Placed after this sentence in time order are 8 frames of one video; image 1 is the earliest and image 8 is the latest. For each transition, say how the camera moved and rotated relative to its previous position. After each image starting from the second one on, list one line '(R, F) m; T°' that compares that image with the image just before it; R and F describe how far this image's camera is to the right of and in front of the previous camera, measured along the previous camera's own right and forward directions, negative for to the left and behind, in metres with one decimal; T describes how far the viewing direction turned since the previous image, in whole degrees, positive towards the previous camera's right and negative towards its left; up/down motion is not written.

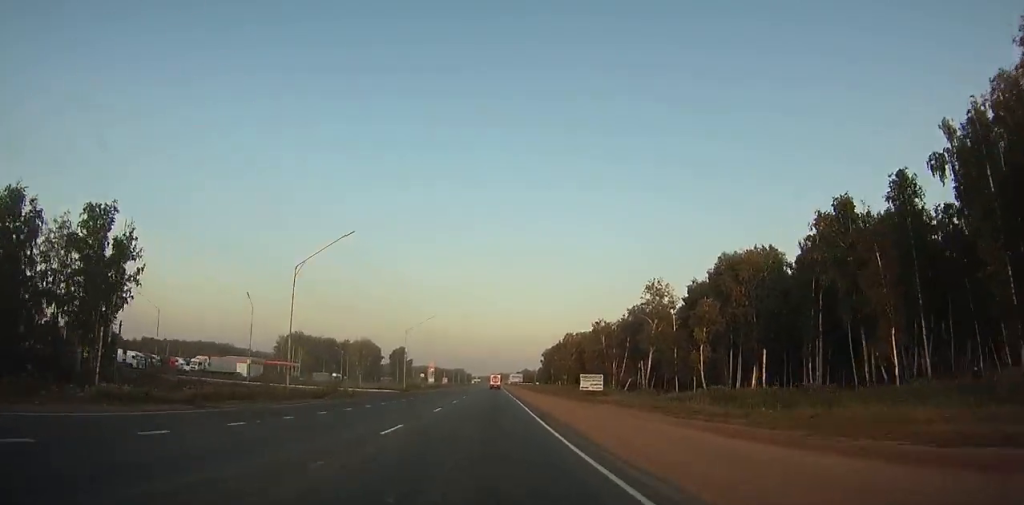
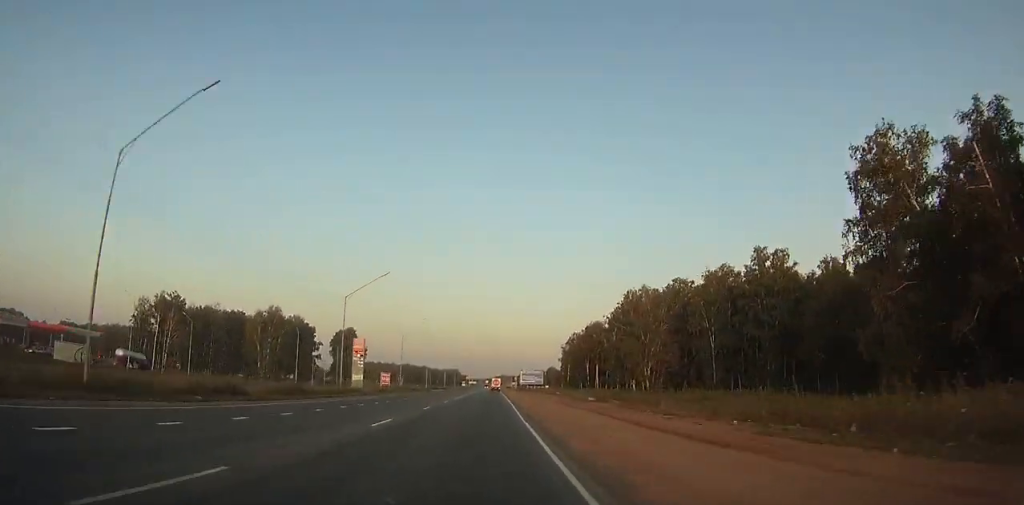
(+0.8, +115.7) m; 0°
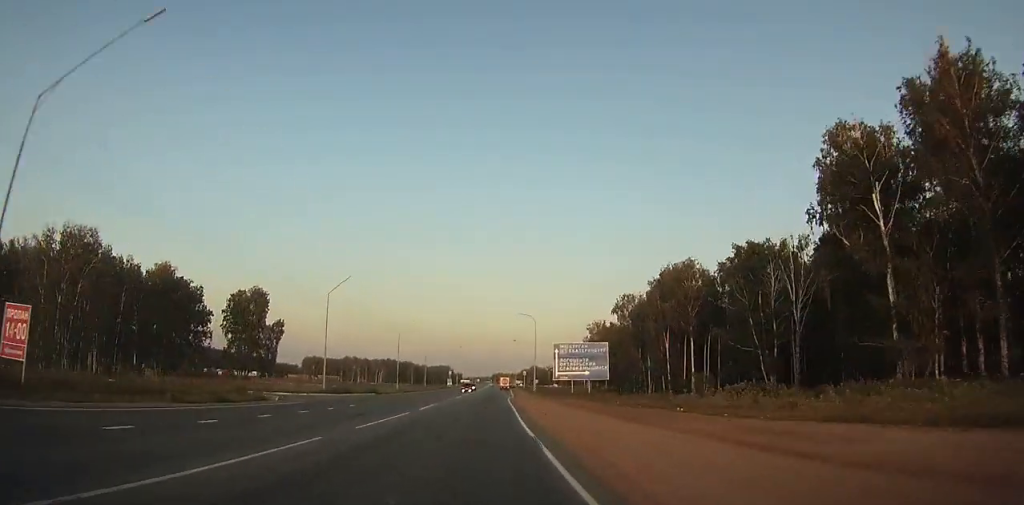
(-0.1, +84.9) m; 0°
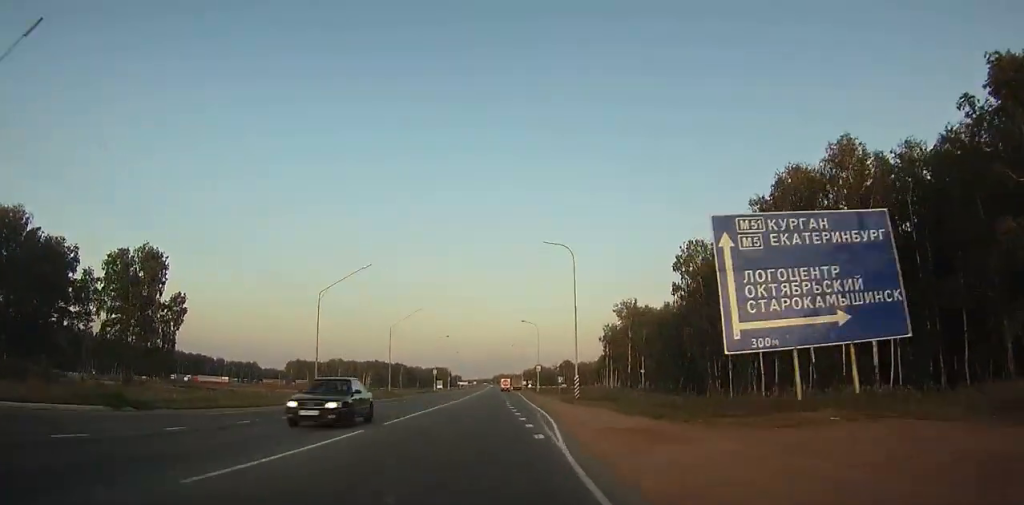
(+0.1, +45.3) m; 0°
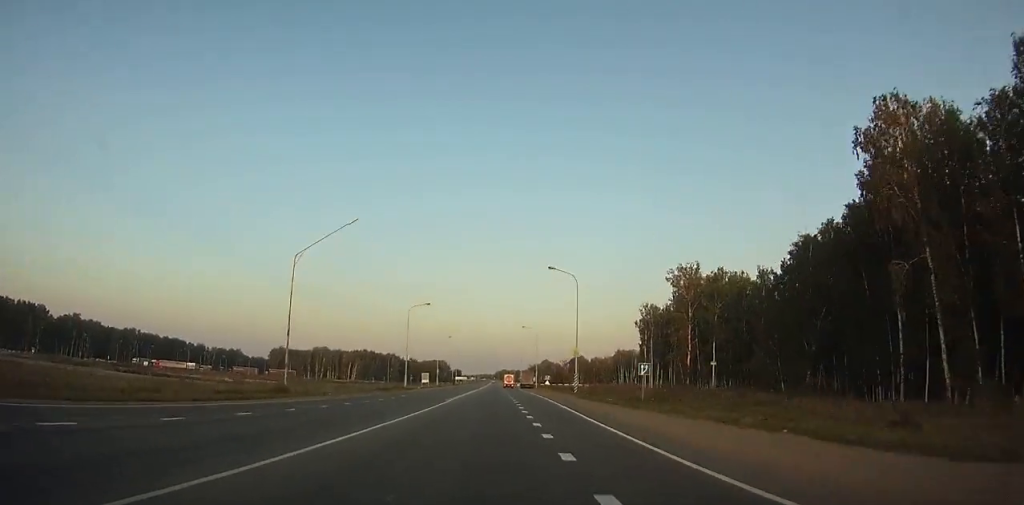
(-0.1, +44.6) m; 0°
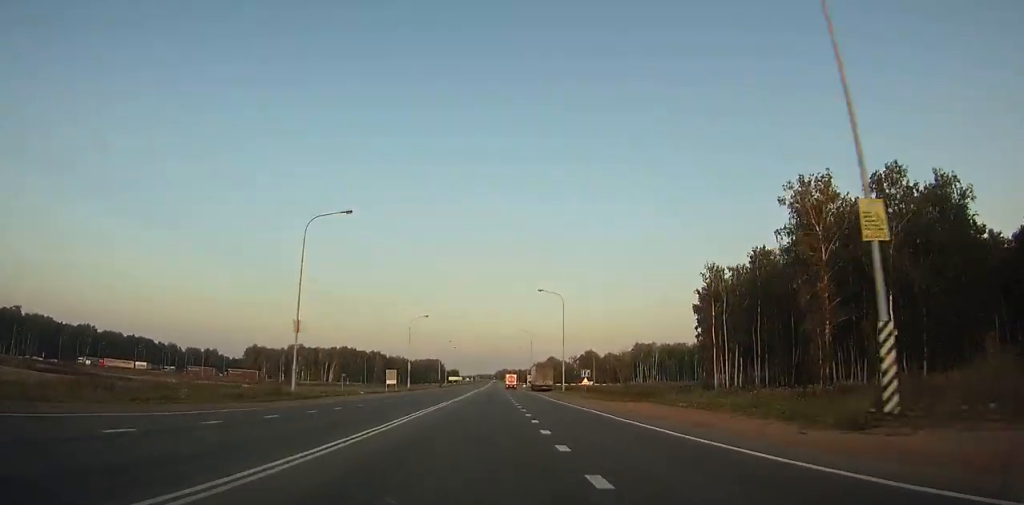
(-0.1, +45.7) m; 0°
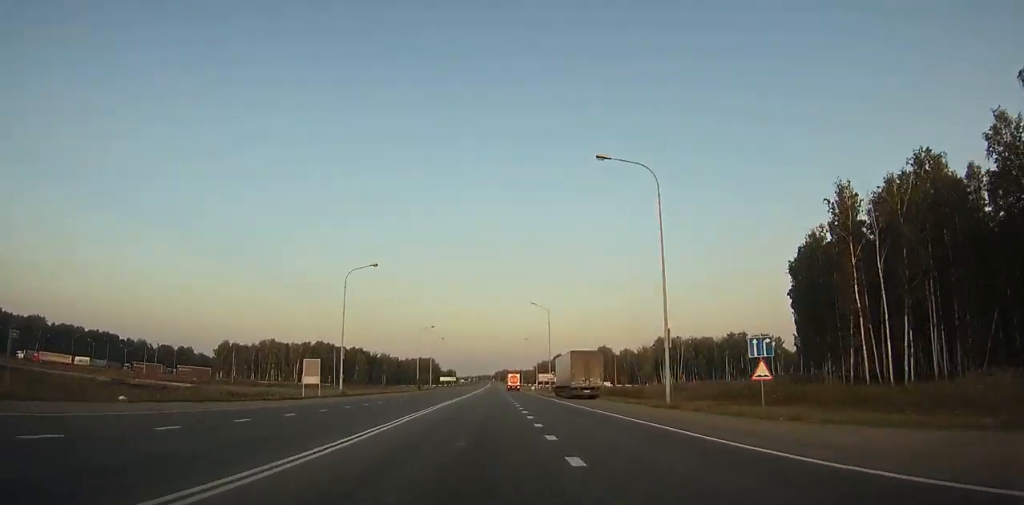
(0.0, +42.9) m; 0°
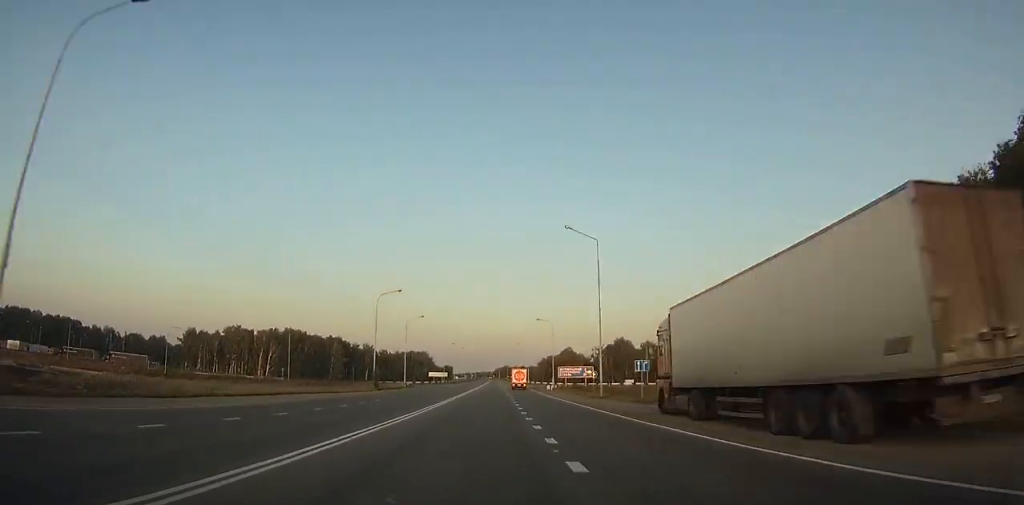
(0.0, +39.5) m; 0°
